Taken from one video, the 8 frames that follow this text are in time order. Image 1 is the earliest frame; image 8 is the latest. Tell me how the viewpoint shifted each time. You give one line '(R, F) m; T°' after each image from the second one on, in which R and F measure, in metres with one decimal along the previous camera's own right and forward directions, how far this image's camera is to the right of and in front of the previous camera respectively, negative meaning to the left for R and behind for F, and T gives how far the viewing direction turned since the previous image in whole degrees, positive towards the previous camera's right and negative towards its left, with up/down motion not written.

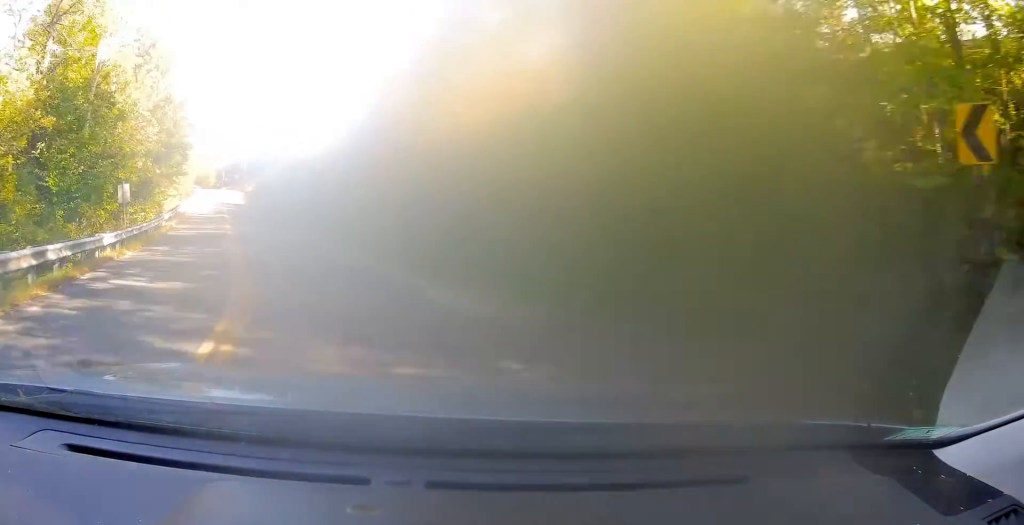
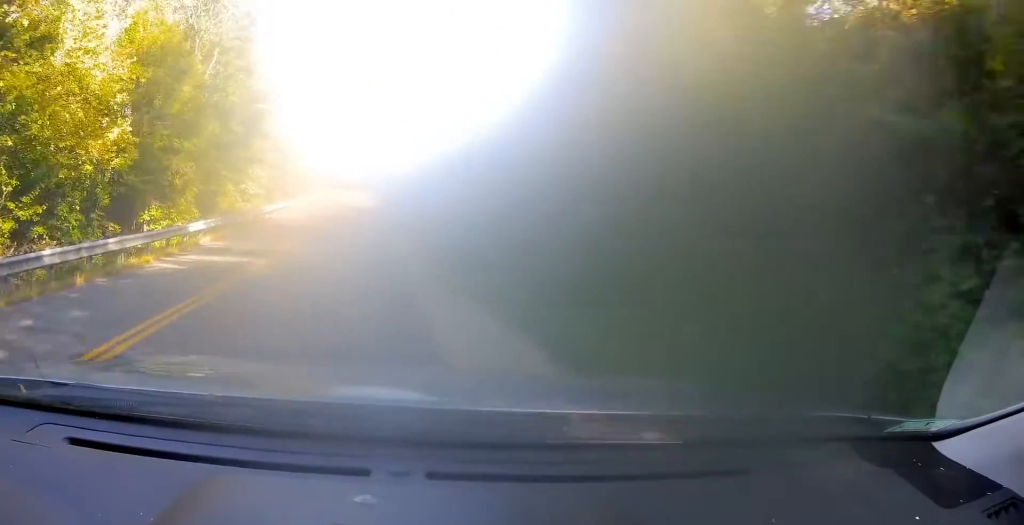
(-2.7, +16.2) m; -11°
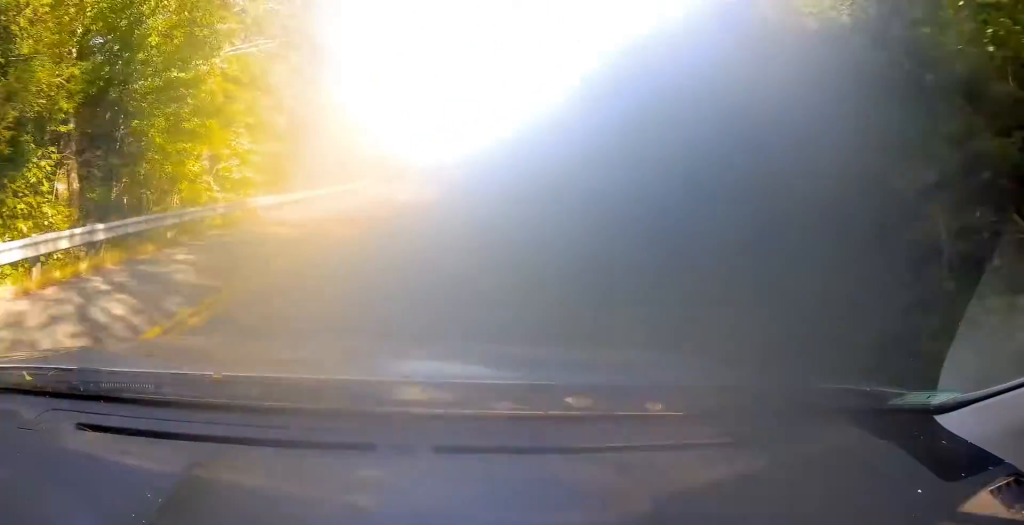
(+0.5, +13.4) m; -6°
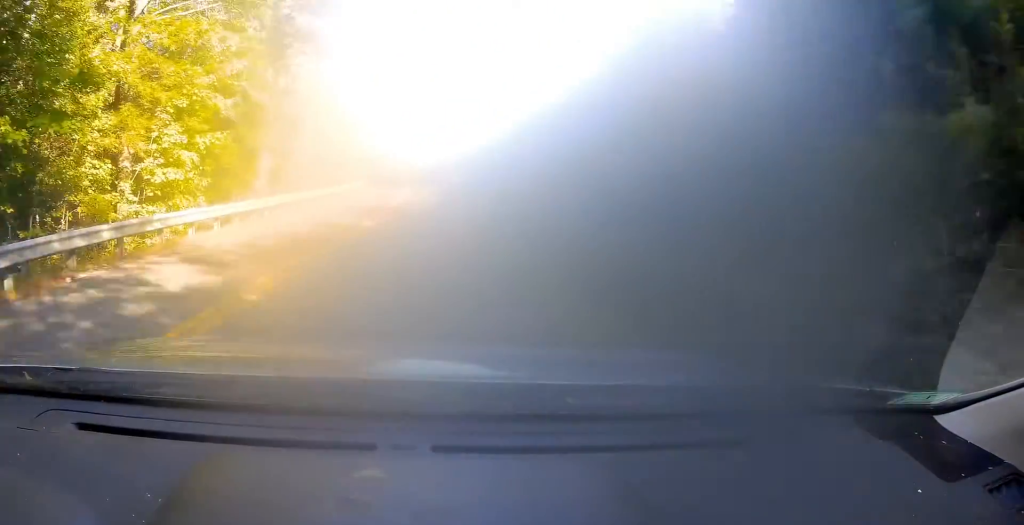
(-0.7, +6.5) m; -2°
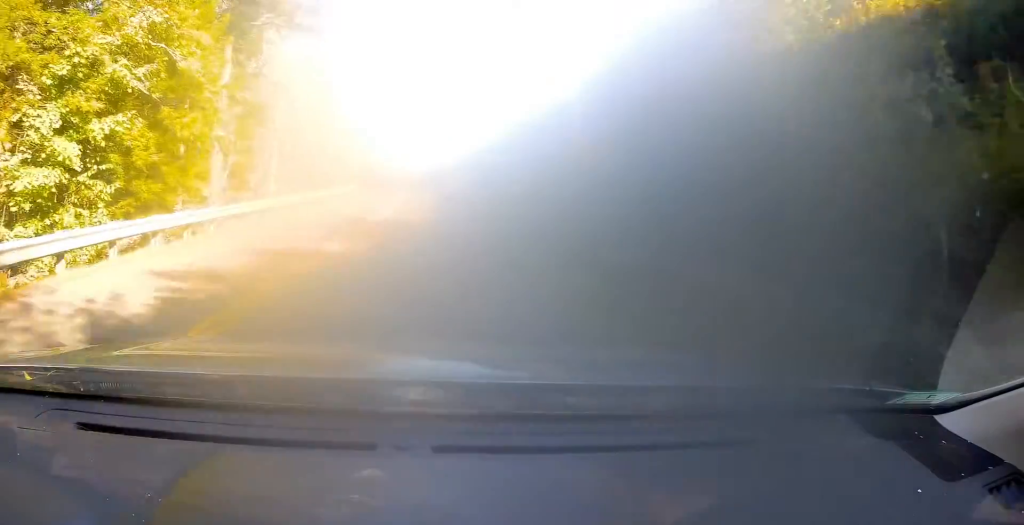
(-0.6, +6.1) m; -2°
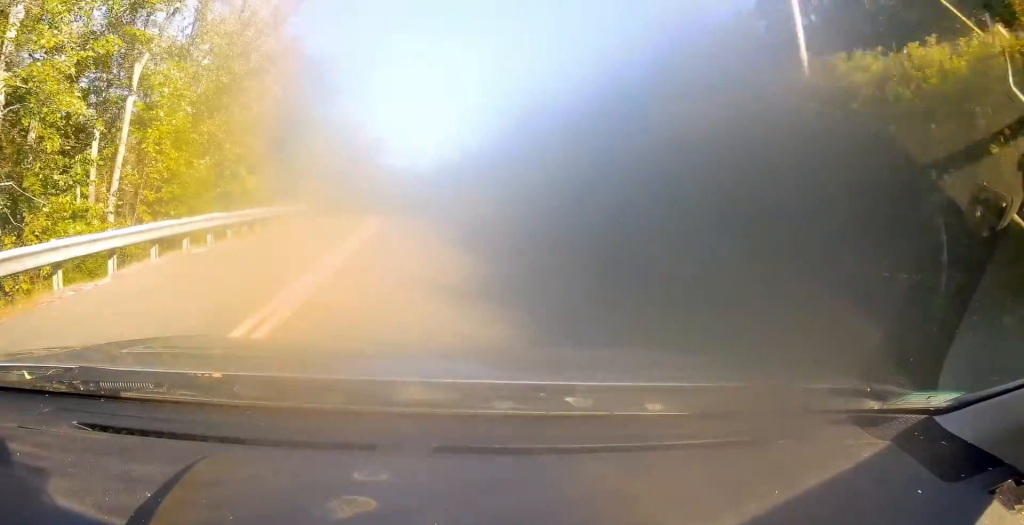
(+0.2, +21.6) m; -1°
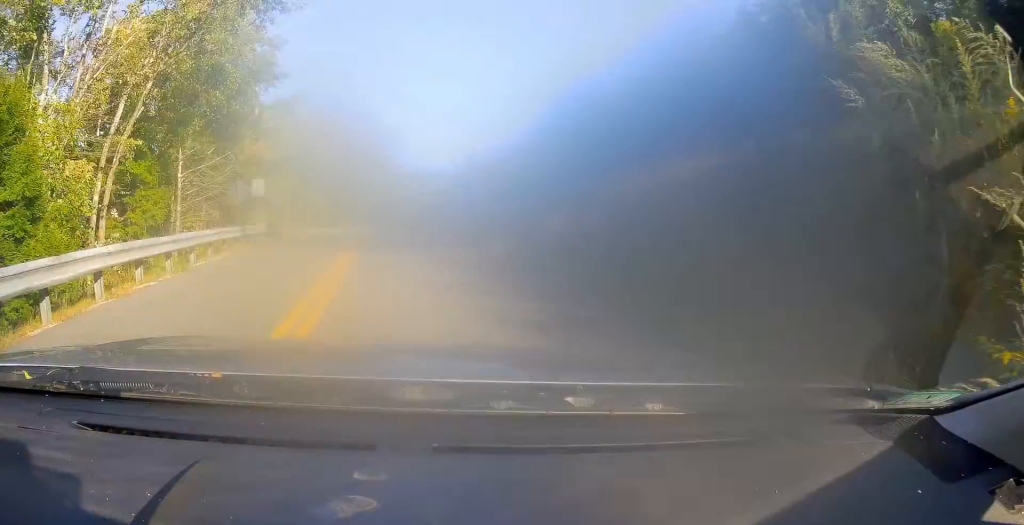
(-0.4, +20.3) m; 0°
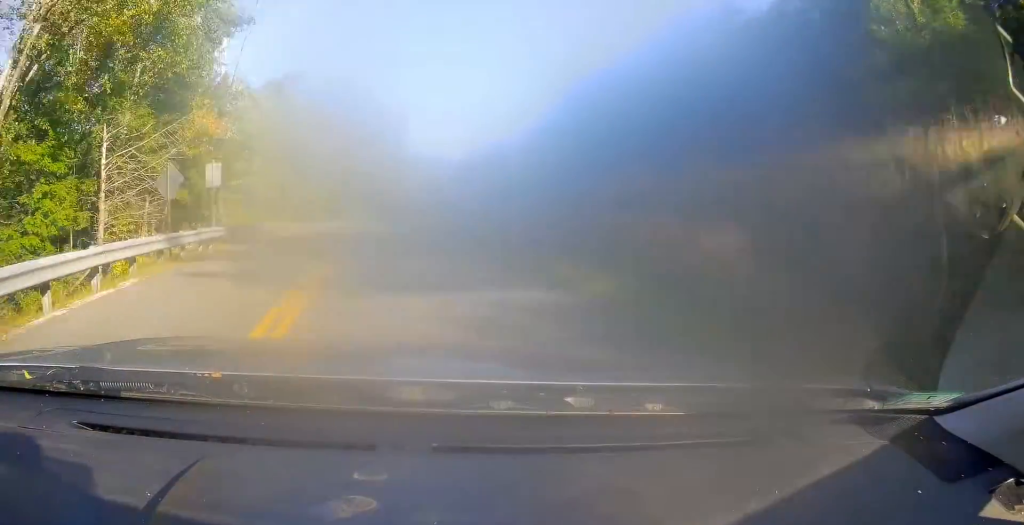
(+0.2, +7.4) m; 0°
